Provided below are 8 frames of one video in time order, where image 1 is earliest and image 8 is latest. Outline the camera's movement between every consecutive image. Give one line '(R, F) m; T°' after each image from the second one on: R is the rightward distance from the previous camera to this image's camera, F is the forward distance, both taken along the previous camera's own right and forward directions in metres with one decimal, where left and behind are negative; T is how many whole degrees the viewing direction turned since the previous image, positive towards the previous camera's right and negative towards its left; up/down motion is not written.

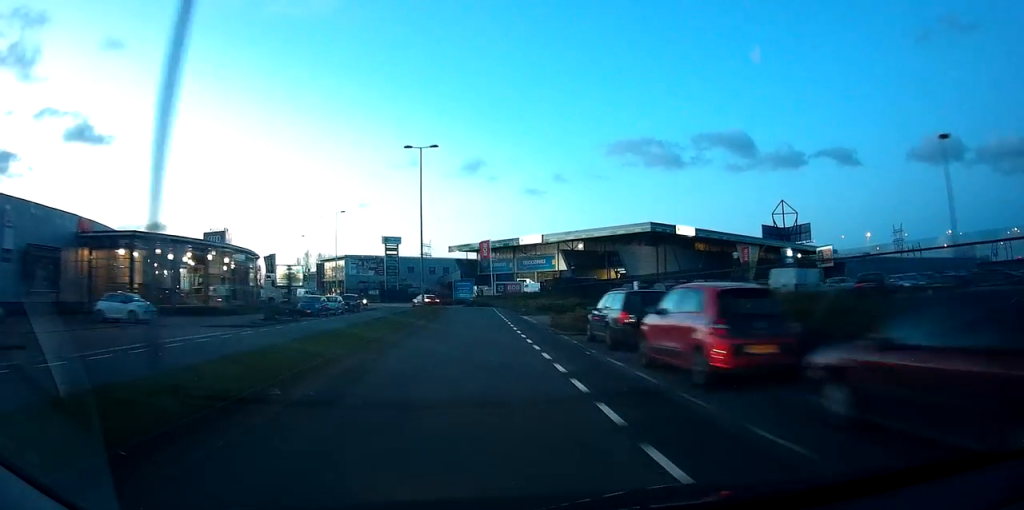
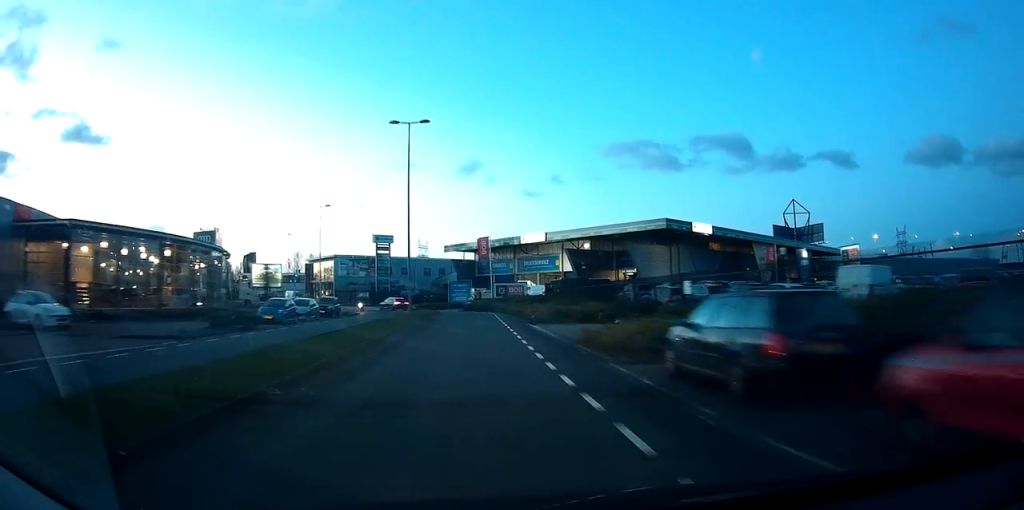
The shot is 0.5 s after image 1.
(0.0, +7.0) m; 0°
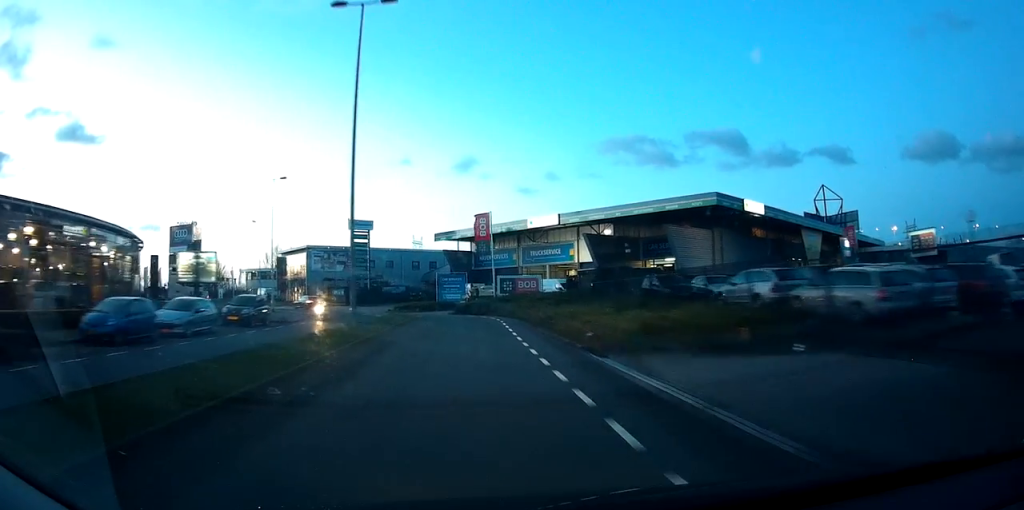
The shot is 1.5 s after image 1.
(0.0, +15.7) m; 0°
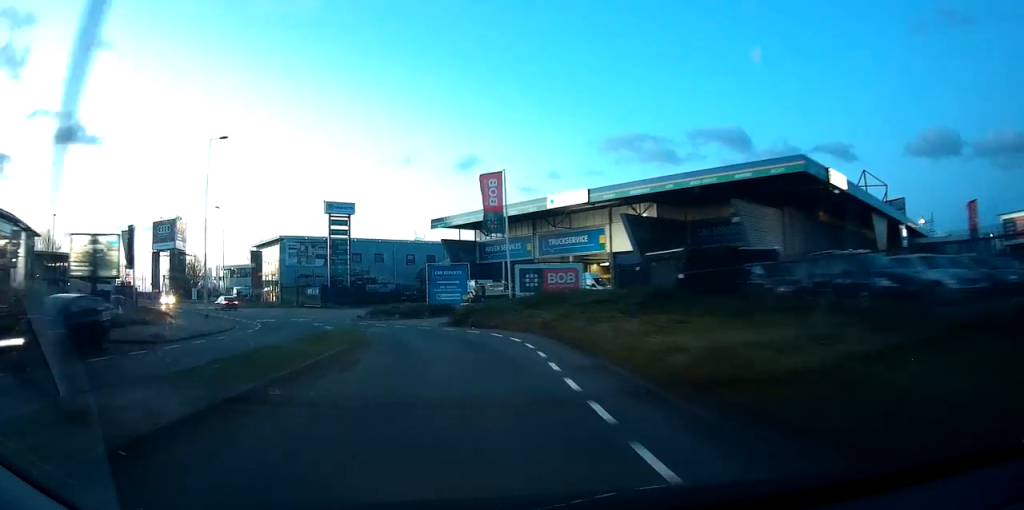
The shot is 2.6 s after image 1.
(-0.1, +14.8) m; -3°
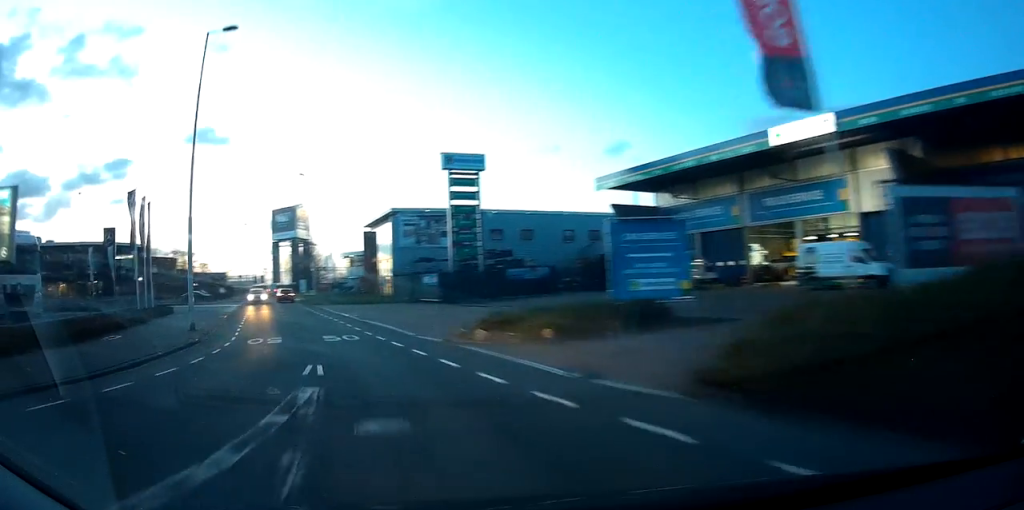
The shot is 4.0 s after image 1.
(-1.4, +20.0) m; -14°
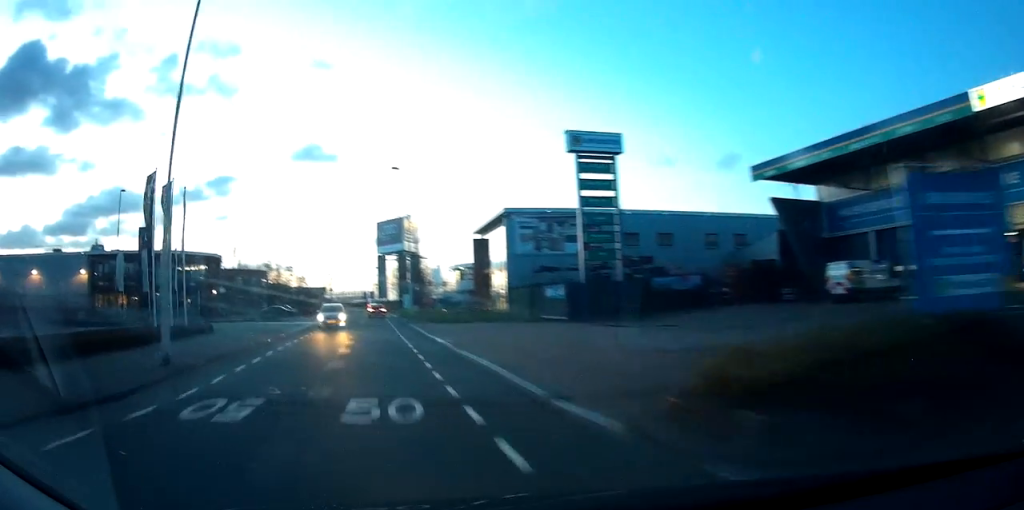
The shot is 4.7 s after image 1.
(-1.2, +10.1) m; -9°
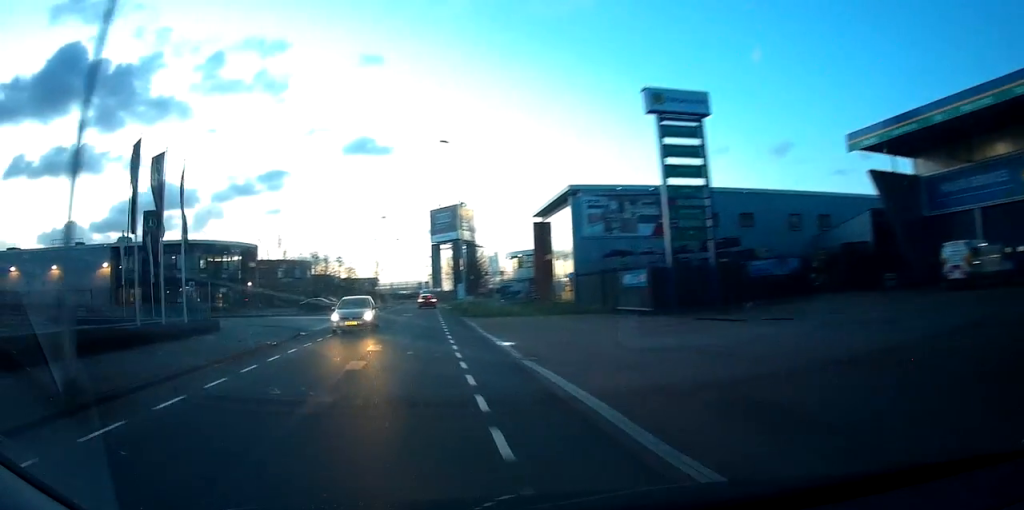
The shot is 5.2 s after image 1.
(-0.2, +6.0) m; -5°
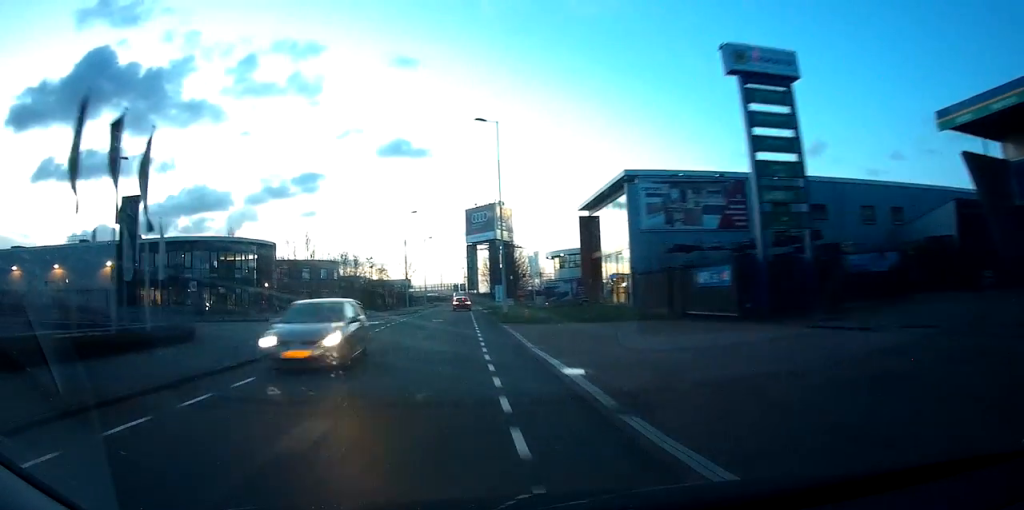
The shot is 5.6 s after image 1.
(-0.4, +6.1) m; -2°
